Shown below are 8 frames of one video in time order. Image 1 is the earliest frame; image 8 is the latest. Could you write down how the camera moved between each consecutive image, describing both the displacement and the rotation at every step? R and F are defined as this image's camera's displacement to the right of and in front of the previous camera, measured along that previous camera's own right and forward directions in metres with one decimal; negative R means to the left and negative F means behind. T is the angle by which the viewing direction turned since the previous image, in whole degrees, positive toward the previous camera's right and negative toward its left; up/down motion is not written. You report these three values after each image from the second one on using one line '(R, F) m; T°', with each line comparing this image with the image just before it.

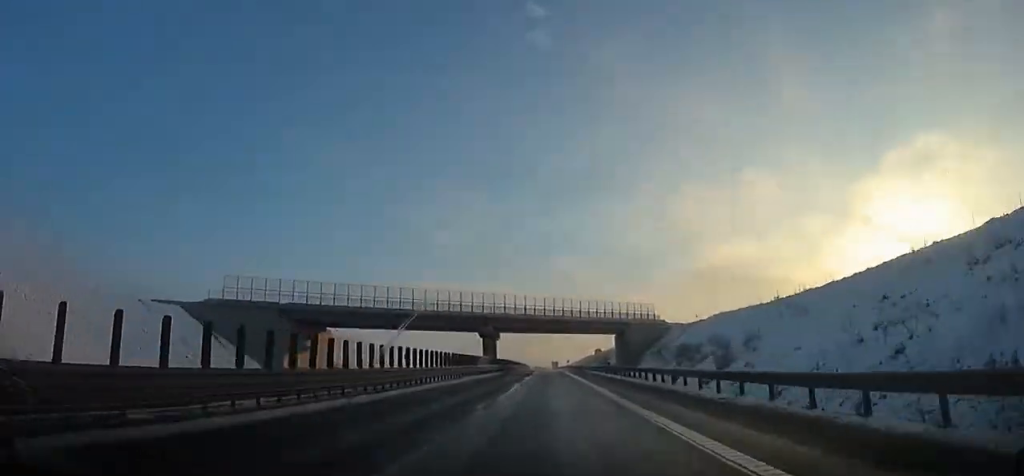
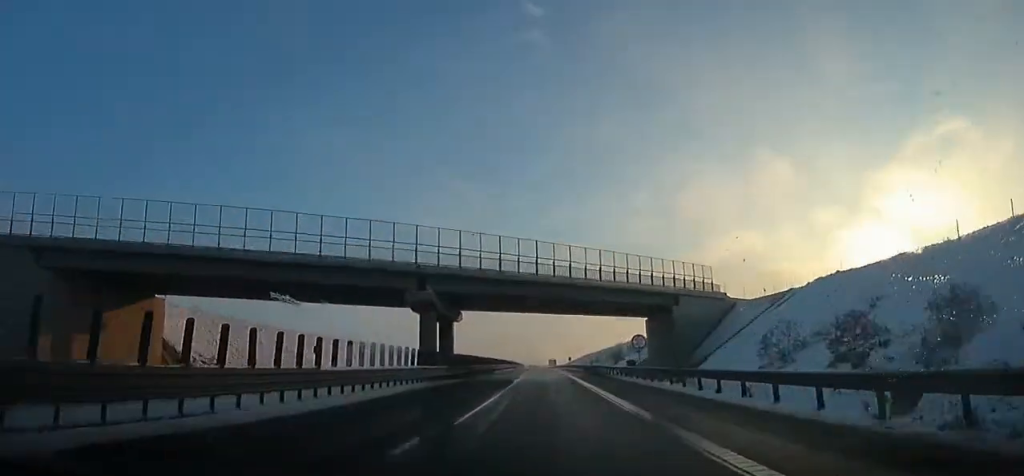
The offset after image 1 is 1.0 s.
(0.0, +30.5) m; -1°
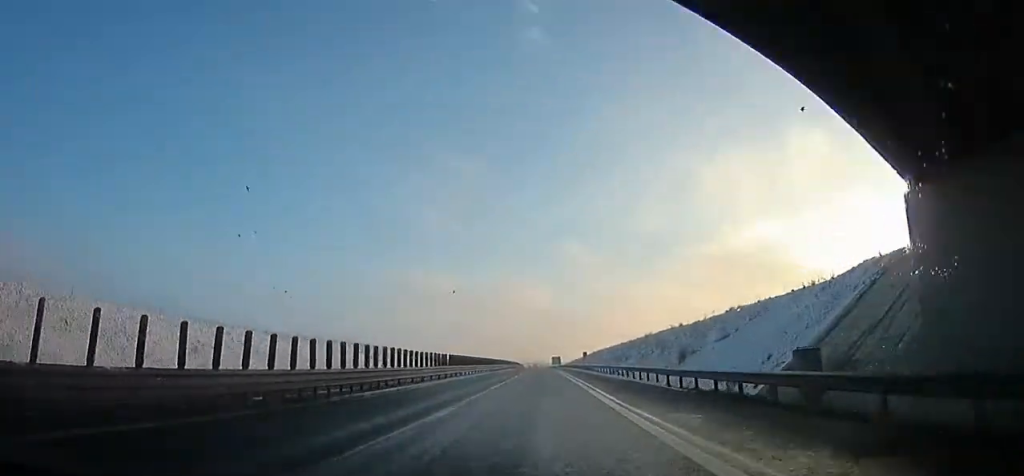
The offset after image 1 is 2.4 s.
(0.0, +44.2) m; -1°
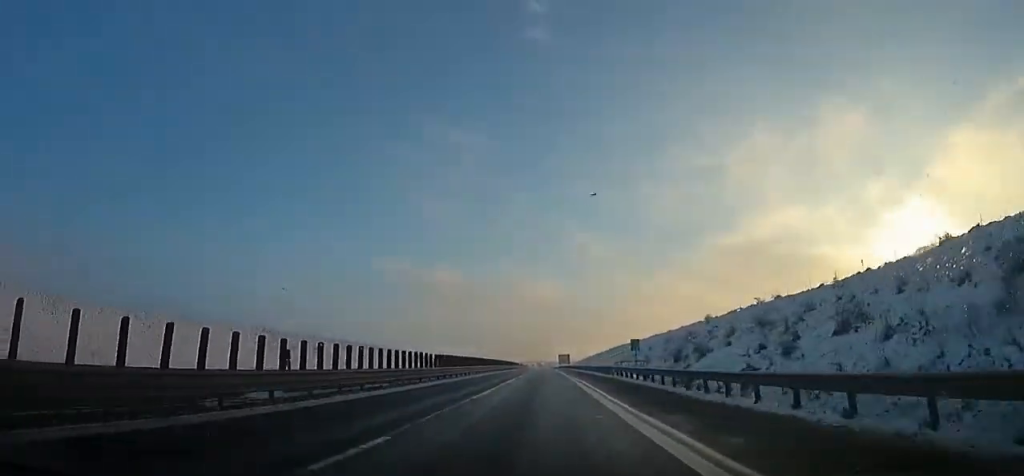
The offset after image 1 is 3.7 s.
(-0.7, +41.2) m; -1°
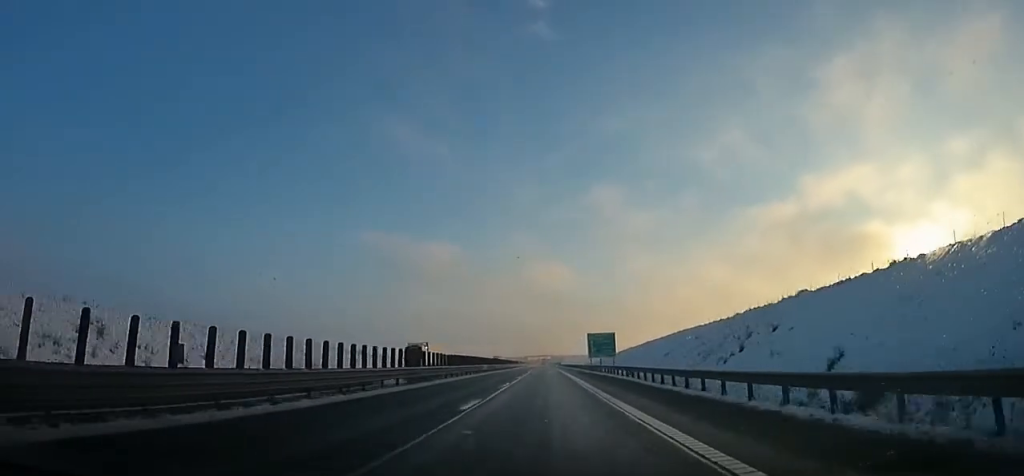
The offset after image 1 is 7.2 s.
(-0.2, +112.8) m; 0°
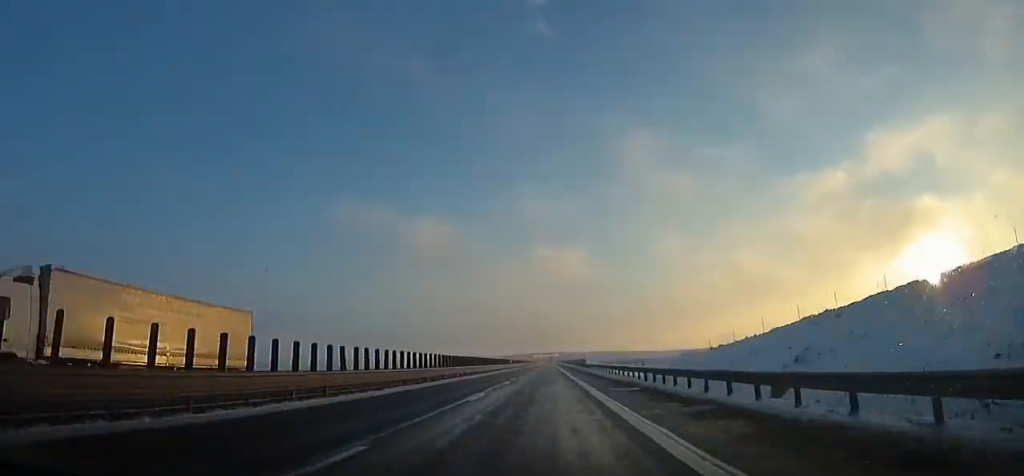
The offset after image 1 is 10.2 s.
(-0.2, +93.1) m; 0°
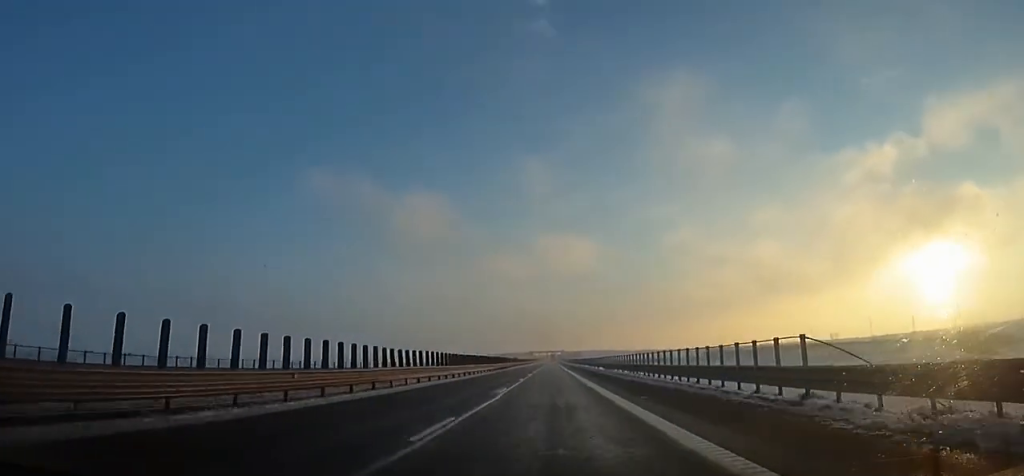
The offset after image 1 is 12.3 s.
(+0.1, +68.8) m; 0°
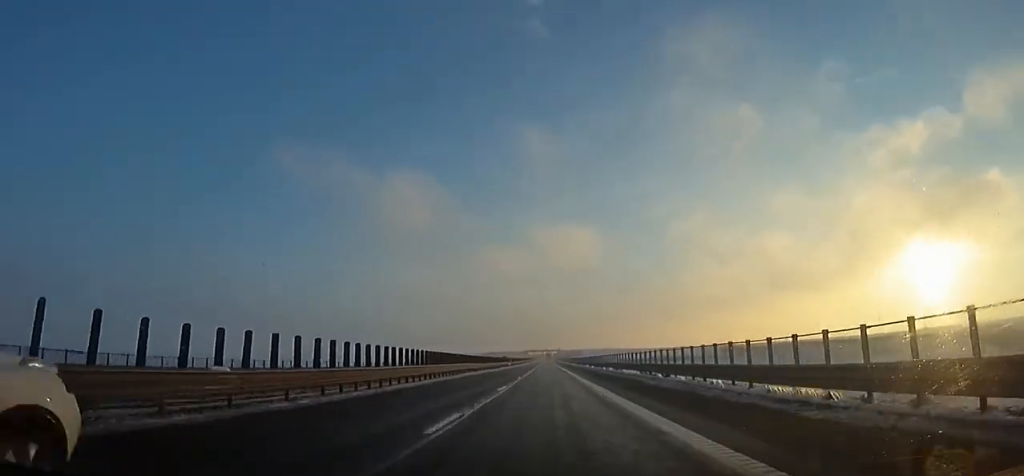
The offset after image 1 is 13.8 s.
(-0.1, +47.6) m; 0°
